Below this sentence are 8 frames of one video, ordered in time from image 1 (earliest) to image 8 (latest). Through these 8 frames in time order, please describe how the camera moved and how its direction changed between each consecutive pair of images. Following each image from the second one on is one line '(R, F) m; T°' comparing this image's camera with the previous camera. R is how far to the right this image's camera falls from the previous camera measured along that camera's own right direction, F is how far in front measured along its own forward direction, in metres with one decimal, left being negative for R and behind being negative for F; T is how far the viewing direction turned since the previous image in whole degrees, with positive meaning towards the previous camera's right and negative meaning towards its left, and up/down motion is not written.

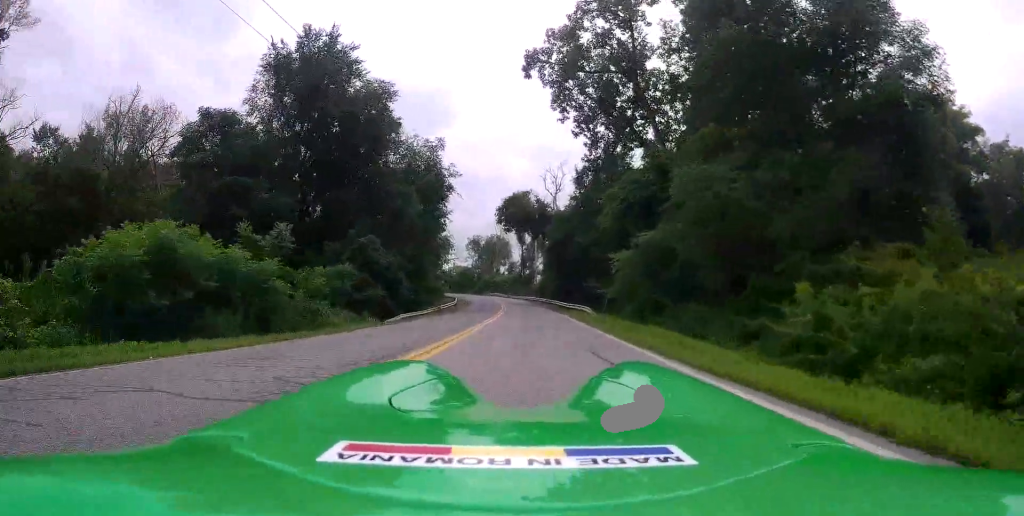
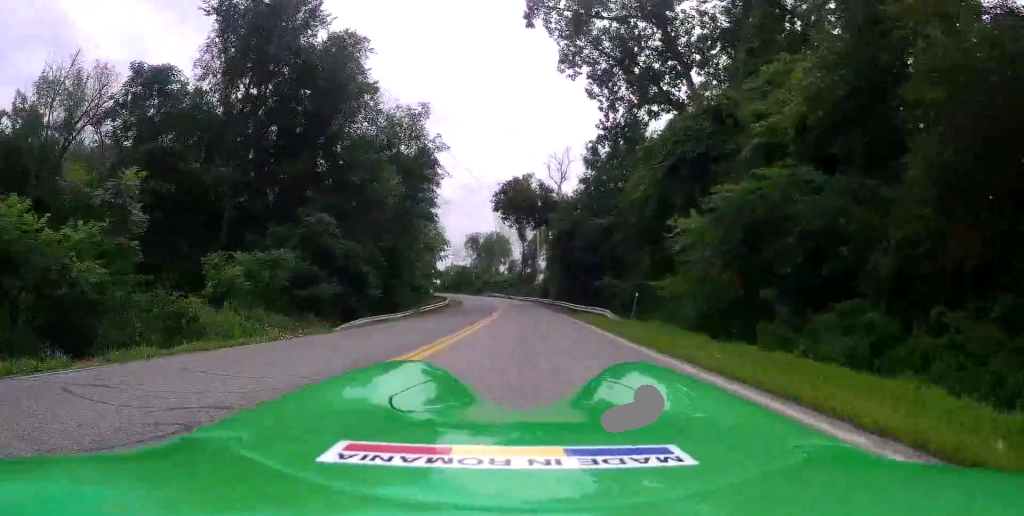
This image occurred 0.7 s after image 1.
(0.0, +7.4) m; 0°
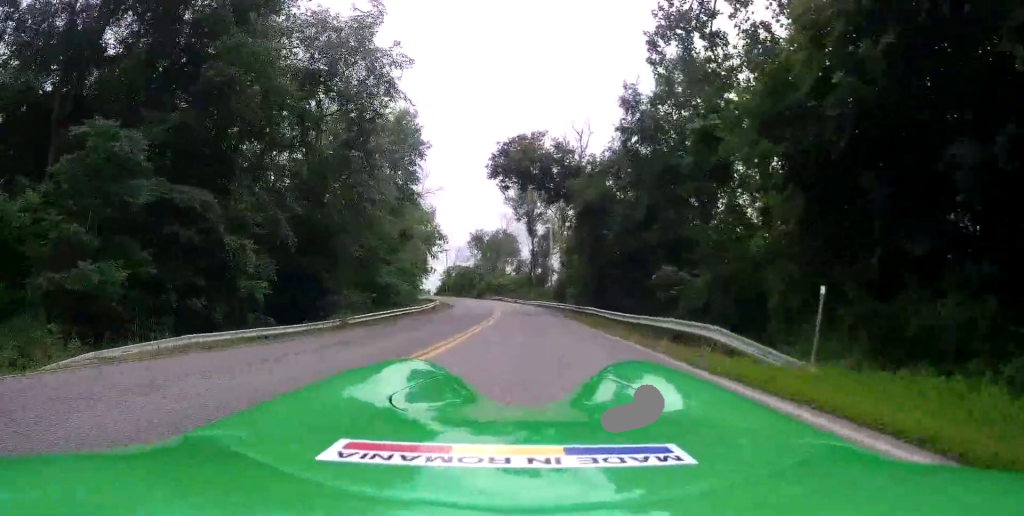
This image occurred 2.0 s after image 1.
(0.0, +14.5) m; 0°
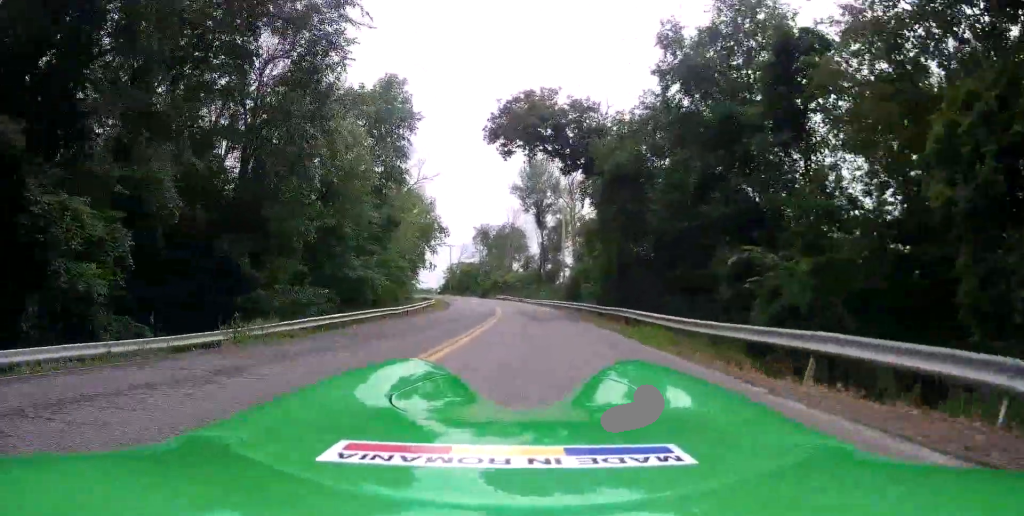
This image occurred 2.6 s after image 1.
(0.0, +8.2) m; 0°
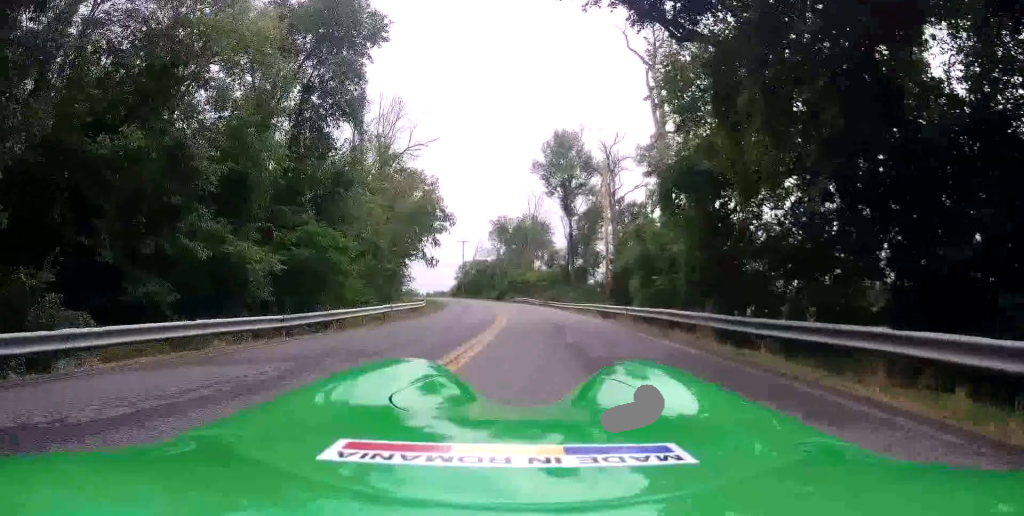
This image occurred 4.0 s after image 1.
(0.0, +17.5) m; 0°
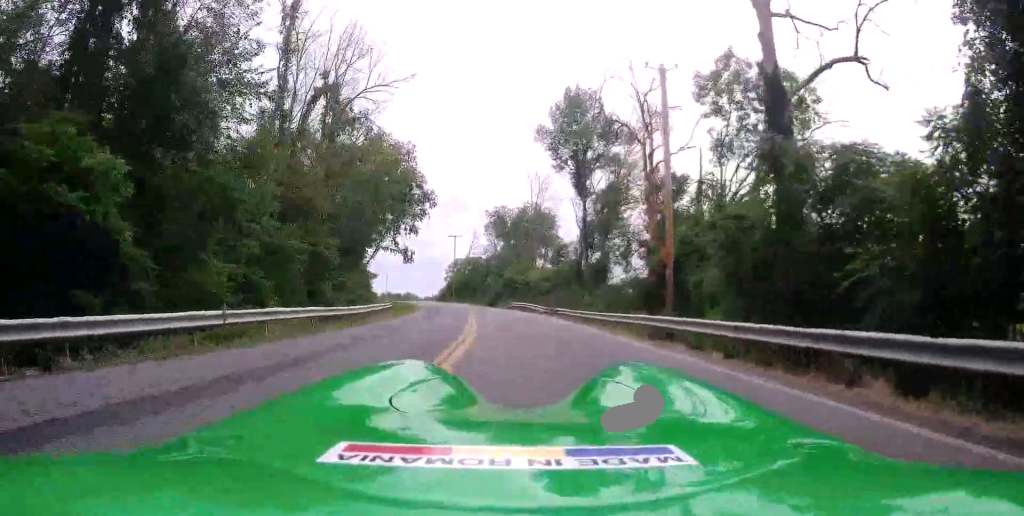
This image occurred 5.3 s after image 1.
(0.0, +16.4) m; -1°
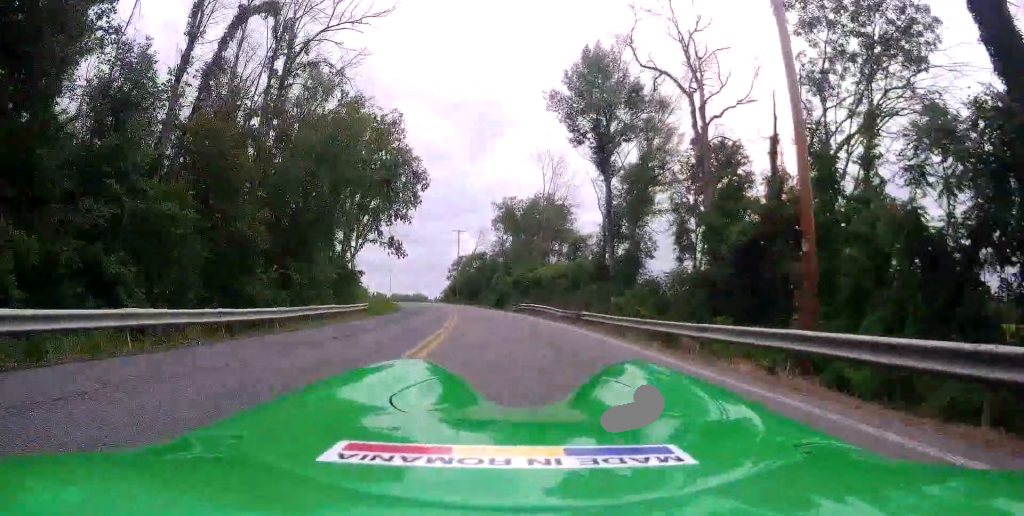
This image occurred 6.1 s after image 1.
(-0.1, +10.2) m; -2°
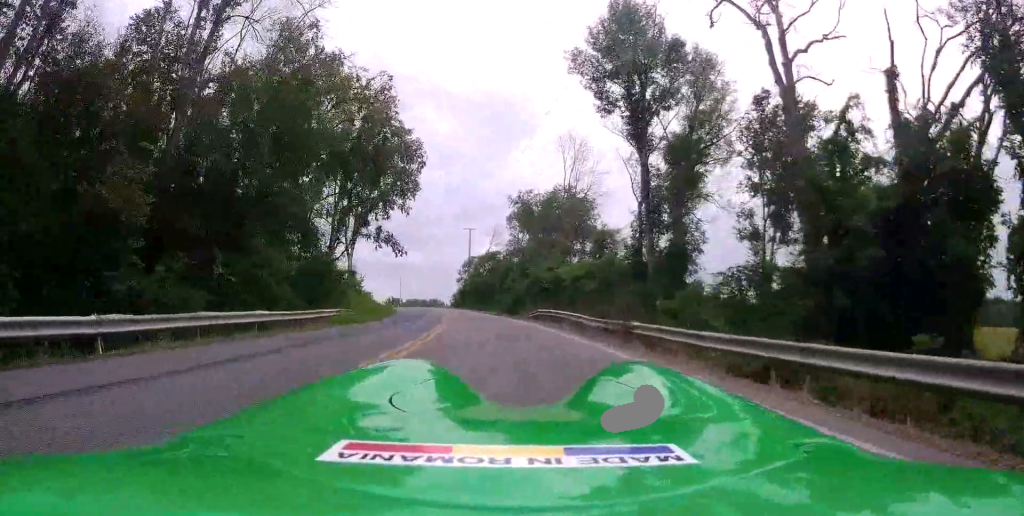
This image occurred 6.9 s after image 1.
(-0.3, +8.9) m; -2°
